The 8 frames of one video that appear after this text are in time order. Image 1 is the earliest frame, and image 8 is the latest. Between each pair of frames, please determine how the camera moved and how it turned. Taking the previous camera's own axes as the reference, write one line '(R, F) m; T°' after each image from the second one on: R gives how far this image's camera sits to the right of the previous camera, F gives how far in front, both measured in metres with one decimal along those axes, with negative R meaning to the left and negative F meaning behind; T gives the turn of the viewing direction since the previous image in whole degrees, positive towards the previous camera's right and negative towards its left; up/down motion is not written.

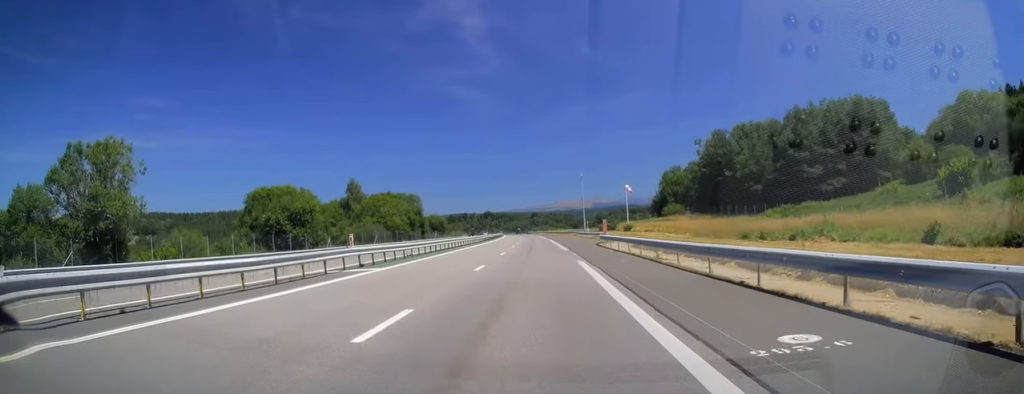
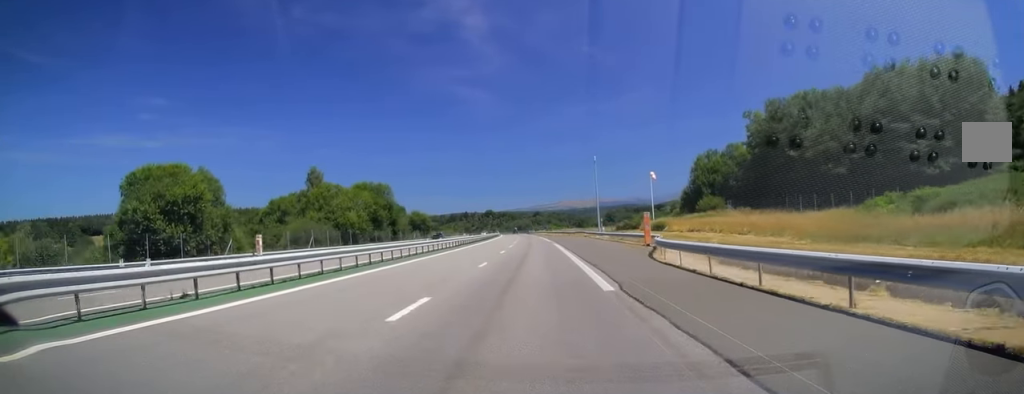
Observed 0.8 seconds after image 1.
(-0.2, +24.2) m; -1°
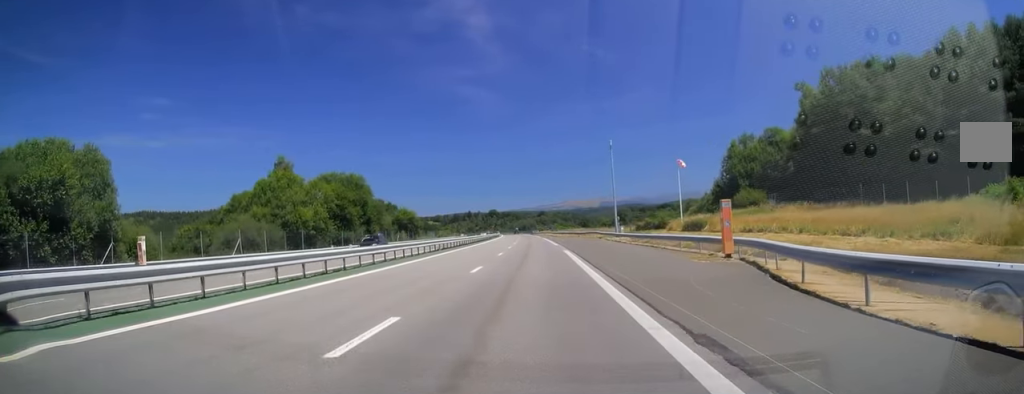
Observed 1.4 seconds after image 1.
(-0.1, +15.8) m; 0°
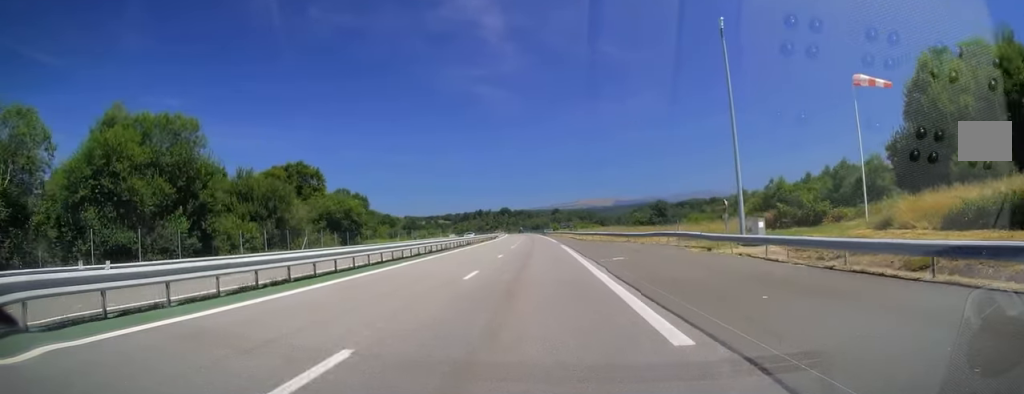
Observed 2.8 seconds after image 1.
(-0.4, +41.9) m; -1°
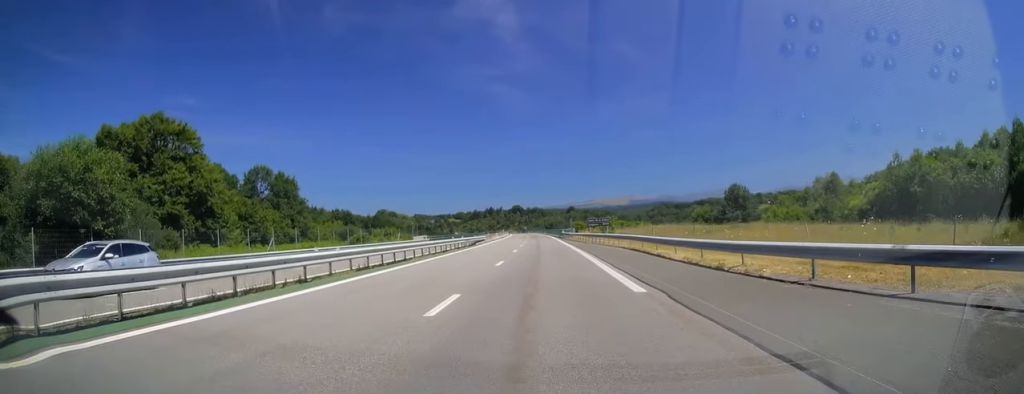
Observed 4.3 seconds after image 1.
(-0.4, +46.3) m; -1°
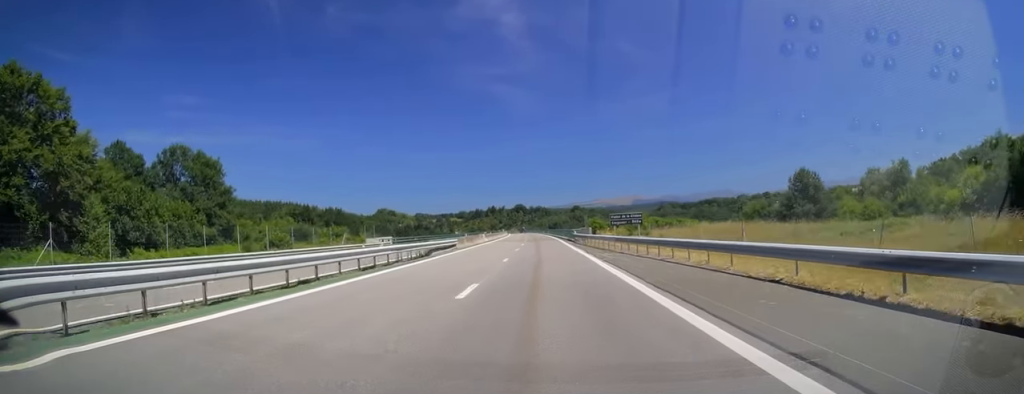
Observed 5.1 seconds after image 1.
(-0.4, +23.6) m; -1°
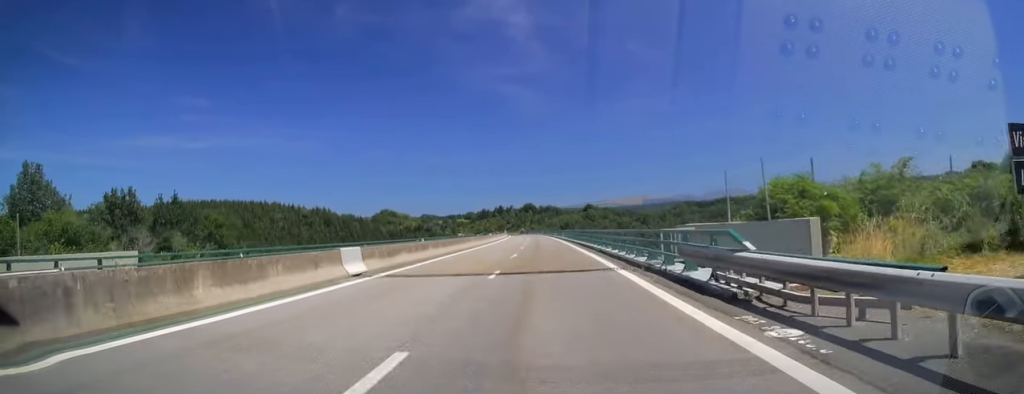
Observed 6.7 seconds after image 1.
(-0.7, +47.2) m; -1°
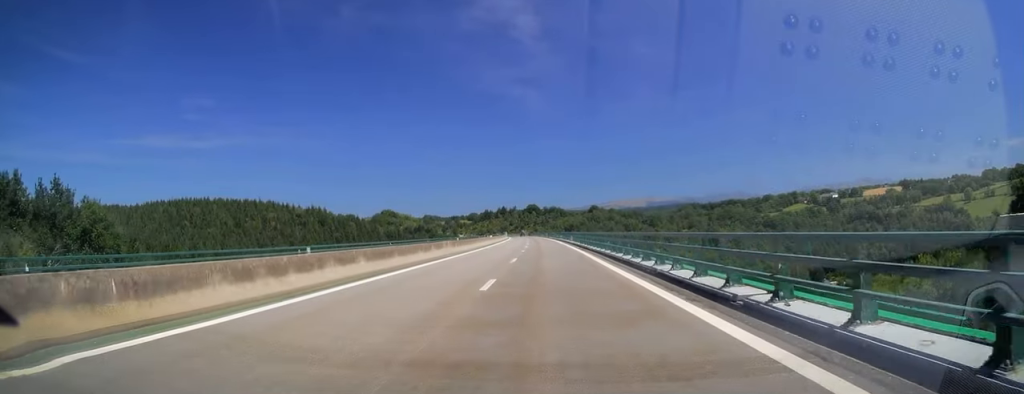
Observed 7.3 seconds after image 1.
(0.0, +15.7) m; 0°
